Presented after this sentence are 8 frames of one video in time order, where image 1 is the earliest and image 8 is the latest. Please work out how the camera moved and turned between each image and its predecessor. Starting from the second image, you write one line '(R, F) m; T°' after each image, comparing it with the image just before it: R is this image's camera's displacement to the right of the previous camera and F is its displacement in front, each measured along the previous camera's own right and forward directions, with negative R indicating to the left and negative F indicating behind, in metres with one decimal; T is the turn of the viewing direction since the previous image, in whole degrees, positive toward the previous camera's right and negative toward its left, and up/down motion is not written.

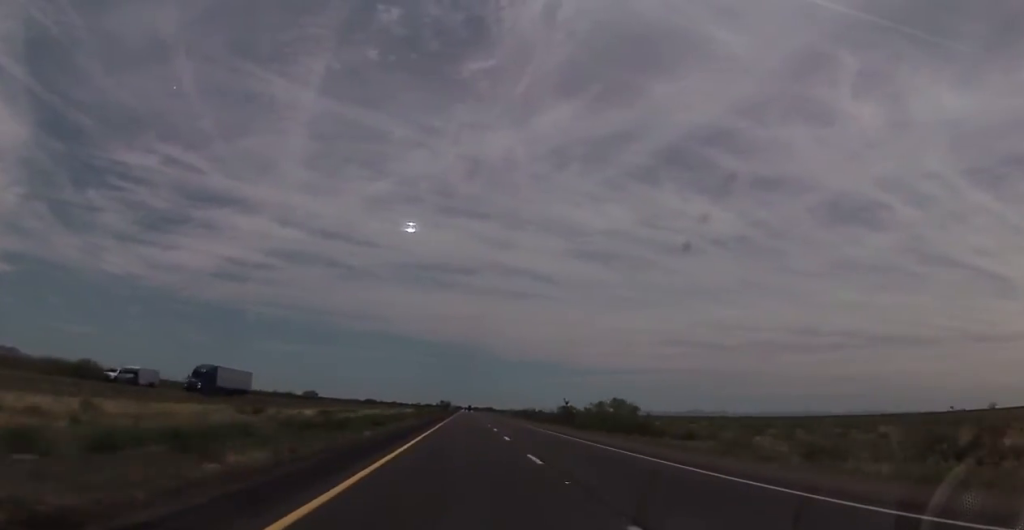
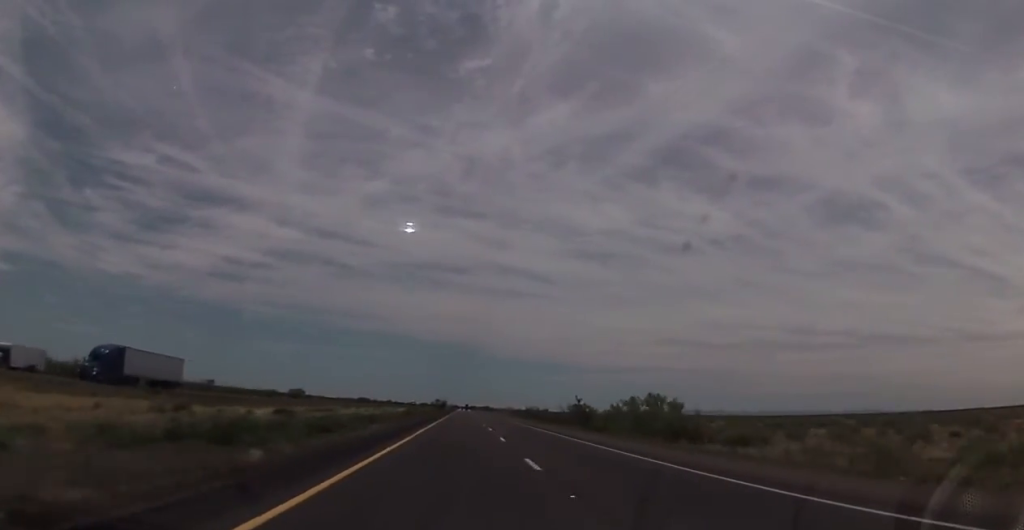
(0.0, +14.2) m; 0°
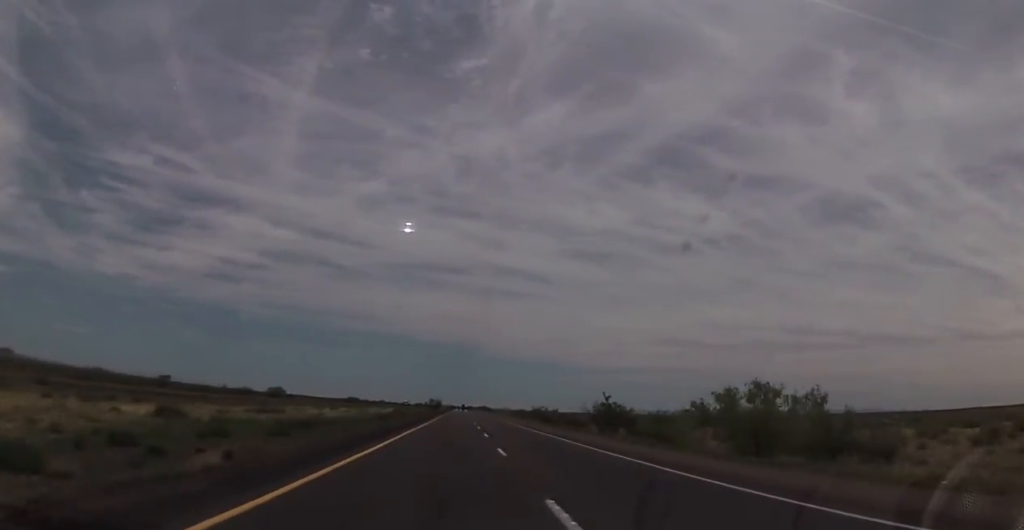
(+0.1, +20.1) m; +1°
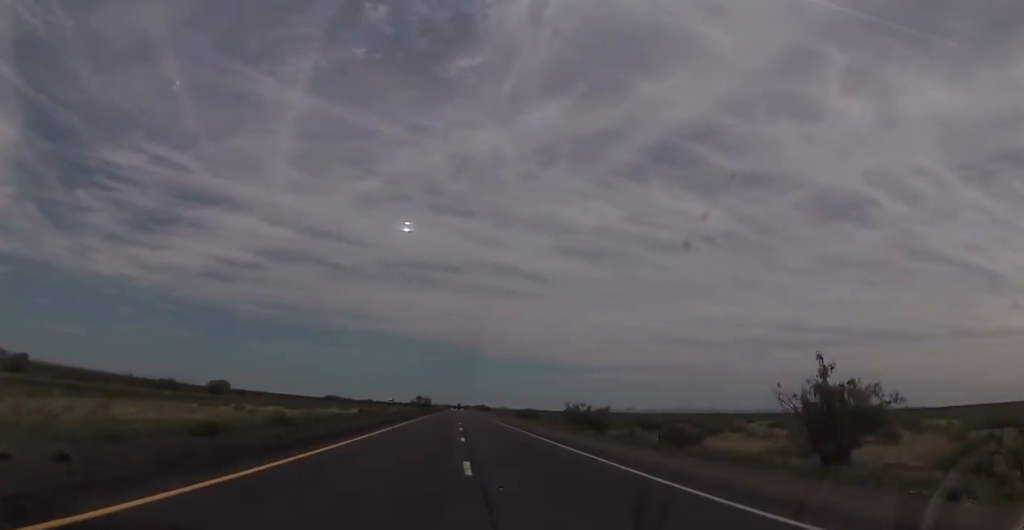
(+0.6, +42.6) m; 0°
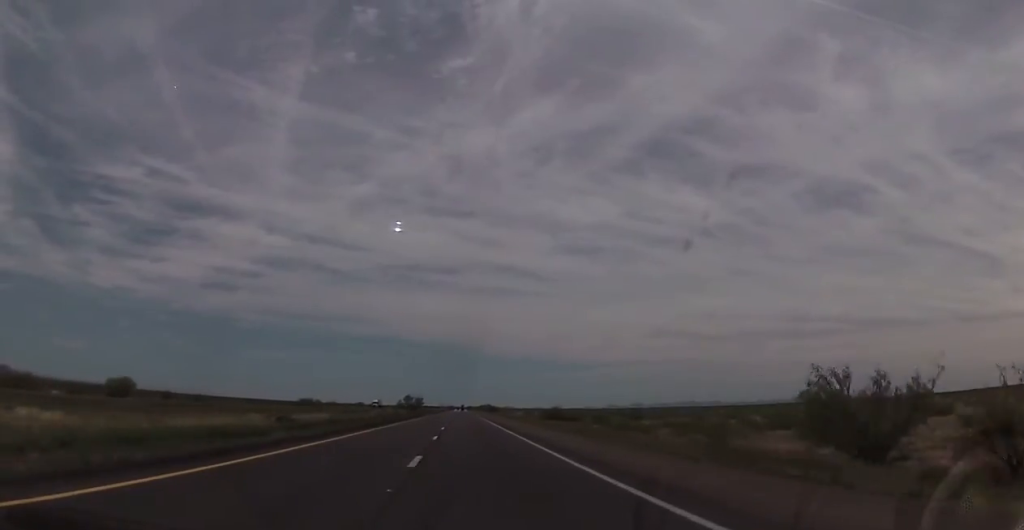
(-0.5, +47.3) m; 0°
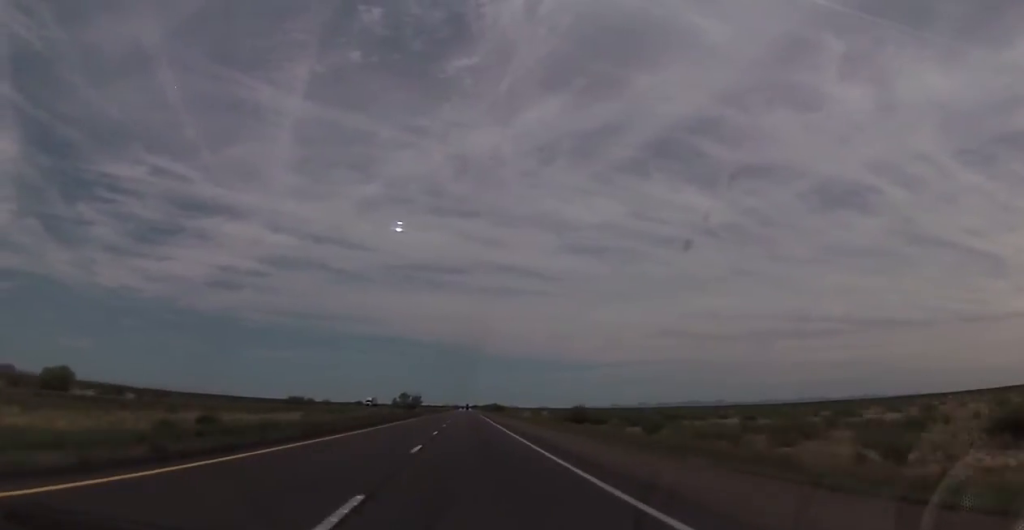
(+0.4, +20.1) m; 0°
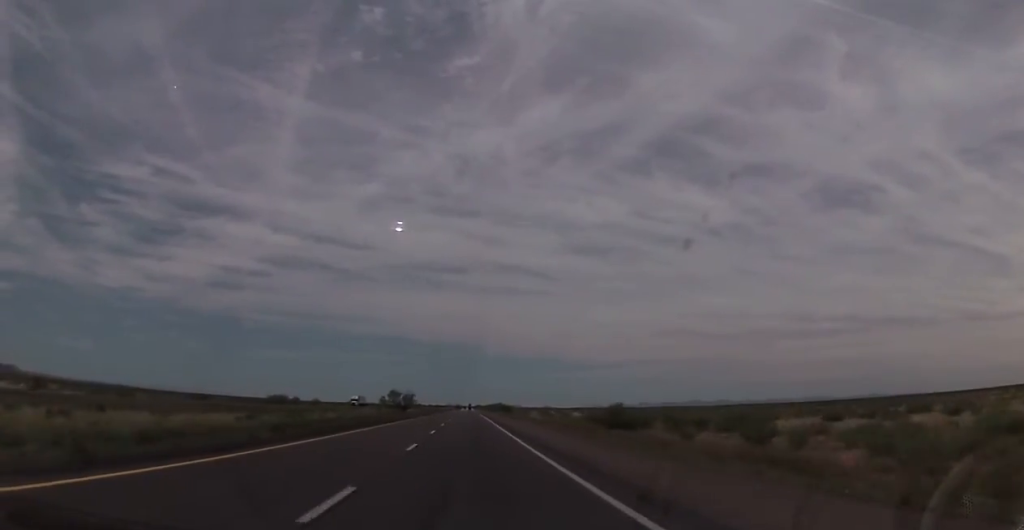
(0.0, +23.6) m; 0°
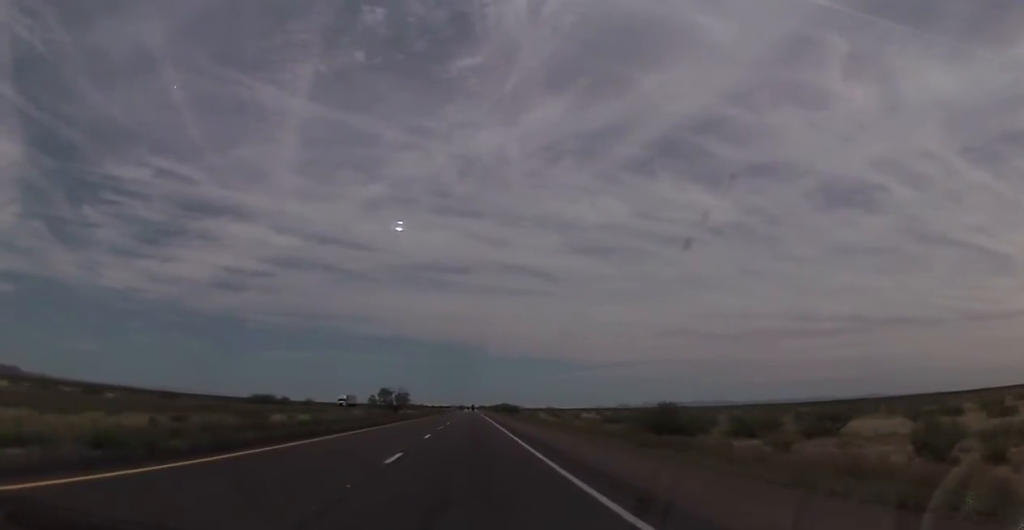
(-0.1, +16.6) m; -1°
